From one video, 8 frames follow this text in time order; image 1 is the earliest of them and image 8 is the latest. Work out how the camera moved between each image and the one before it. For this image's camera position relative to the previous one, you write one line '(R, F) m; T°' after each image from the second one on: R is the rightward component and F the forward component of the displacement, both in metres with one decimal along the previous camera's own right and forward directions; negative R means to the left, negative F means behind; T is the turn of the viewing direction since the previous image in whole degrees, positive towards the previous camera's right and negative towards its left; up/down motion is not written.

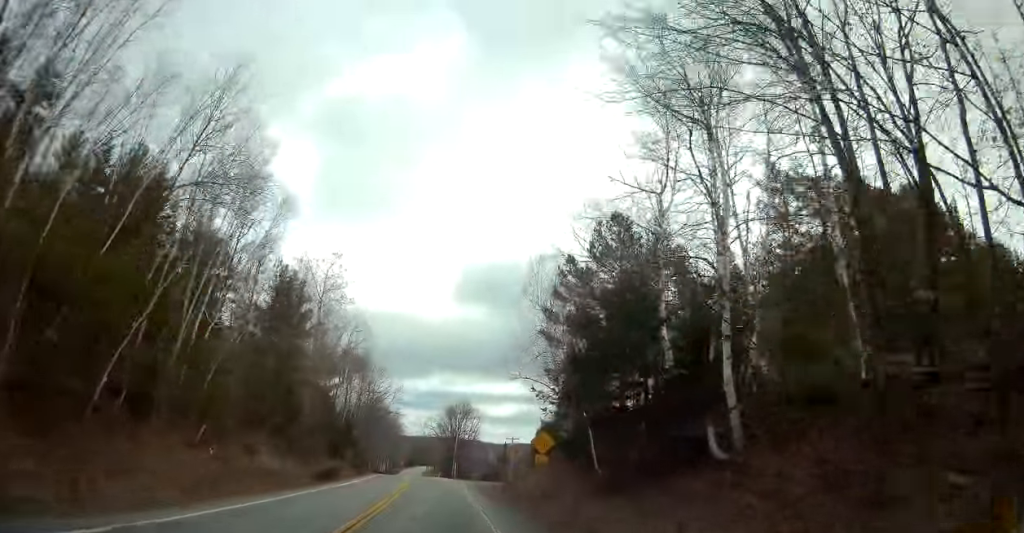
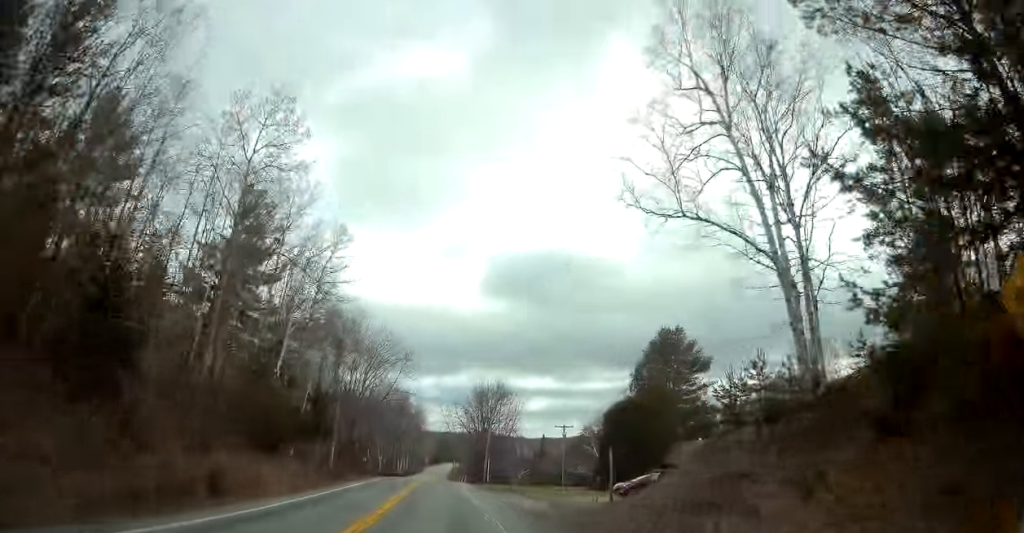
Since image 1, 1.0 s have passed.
(-0.3, +26.0) m; -2°
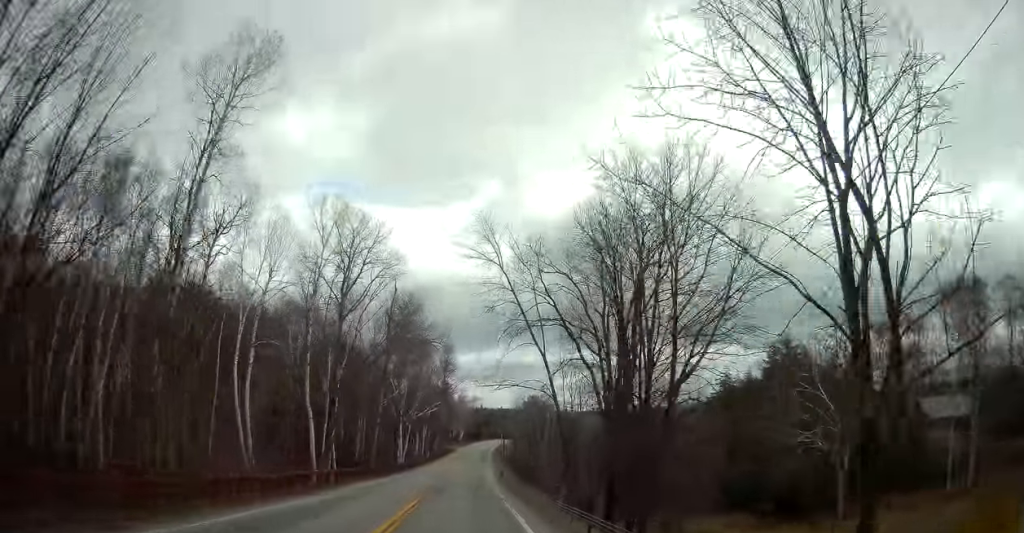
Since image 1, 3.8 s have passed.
(-5.6, +69.2) m; -8°
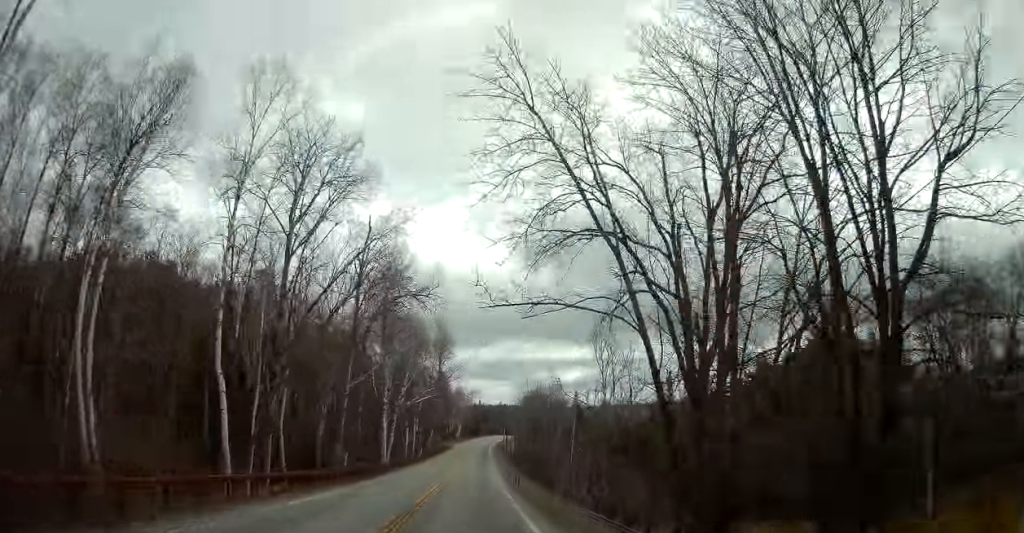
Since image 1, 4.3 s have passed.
(0.0, +13.6) m; 0°
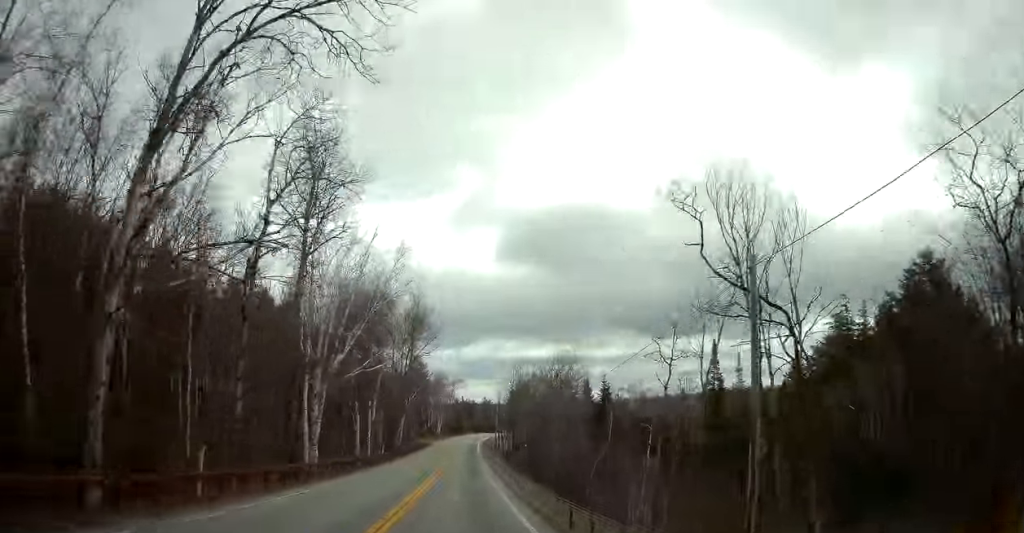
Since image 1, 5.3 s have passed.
(+0.1, +25.2) m; +1°
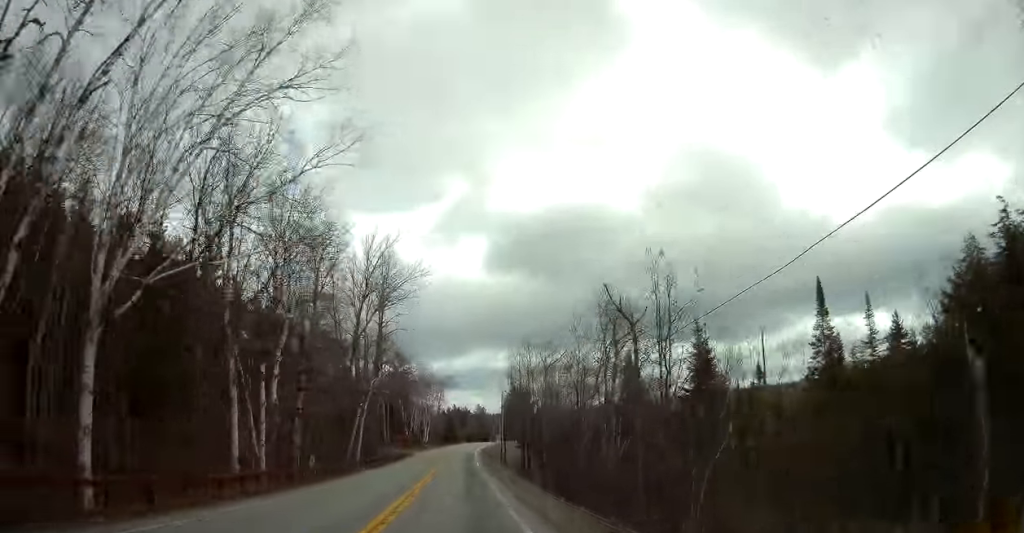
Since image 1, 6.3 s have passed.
(+0.4, +27.5) m; +1°
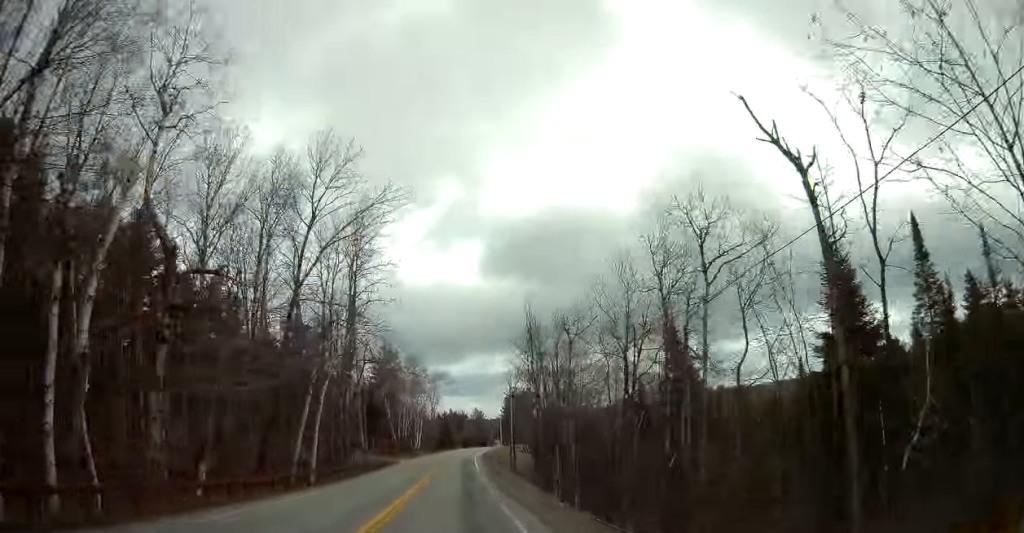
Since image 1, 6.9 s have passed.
(+0.1, +15.2) m; 0°
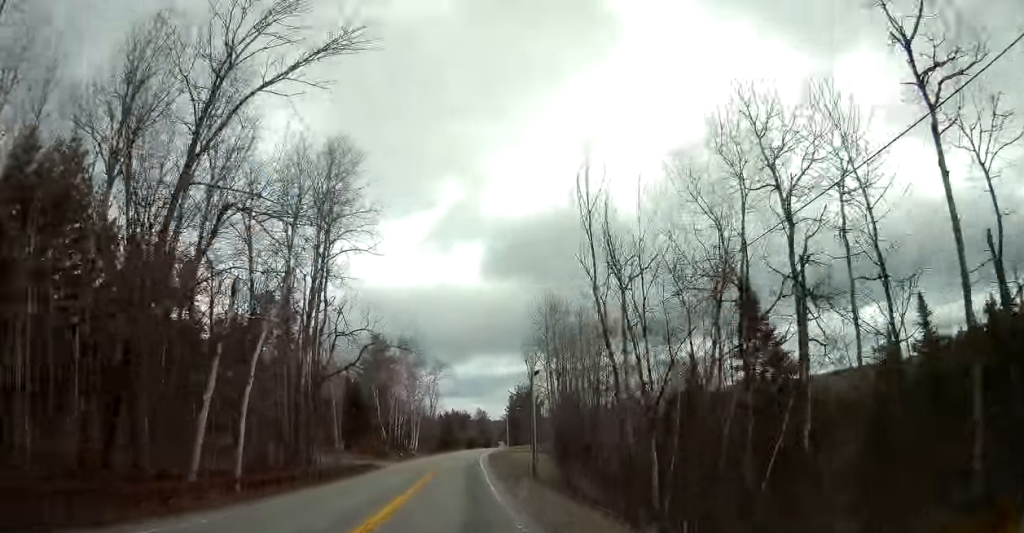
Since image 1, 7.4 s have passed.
(0.0, +13.5) m; 0°
